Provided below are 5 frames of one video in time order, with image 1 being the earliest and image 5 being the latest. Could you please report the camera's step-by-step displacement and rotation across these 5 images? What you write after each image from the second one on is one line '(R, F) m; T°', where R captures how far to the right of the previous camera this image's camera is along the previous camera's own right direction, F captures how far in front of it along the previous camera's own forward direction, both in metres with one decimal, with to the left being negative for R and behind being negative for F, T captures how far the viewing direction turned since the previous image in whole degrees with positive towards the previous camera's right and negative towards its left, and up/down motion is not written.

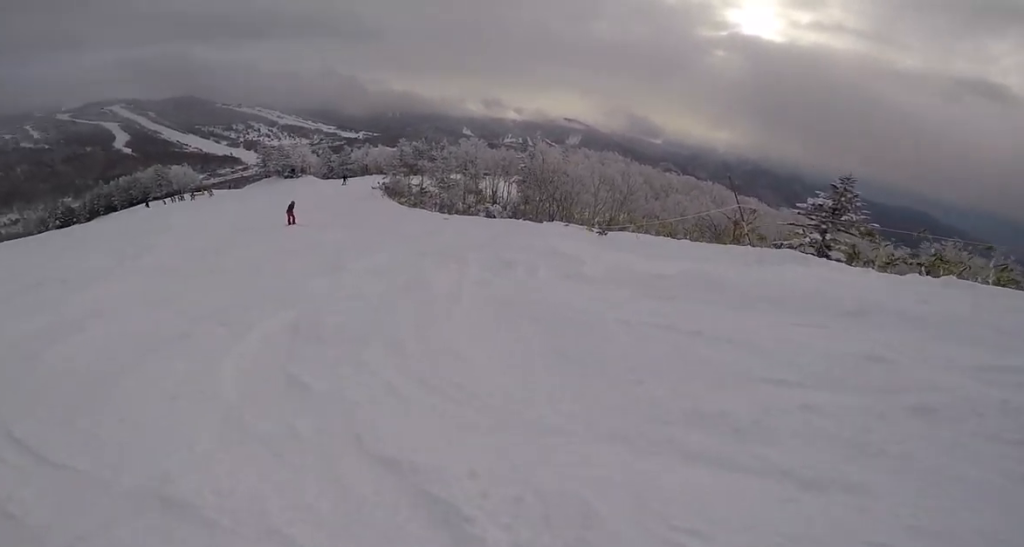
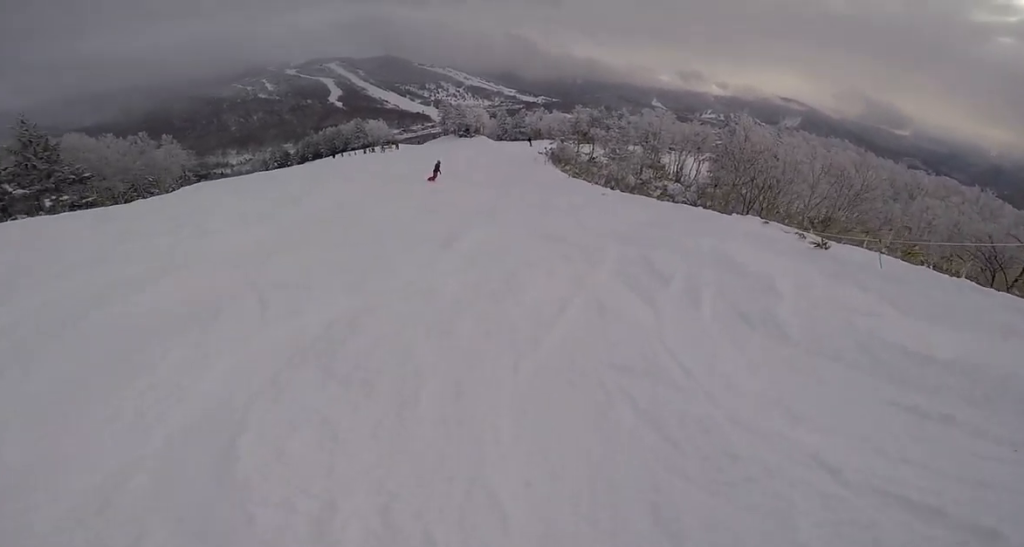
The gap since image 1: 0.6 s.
(-0.5, +2.0) m; -22°
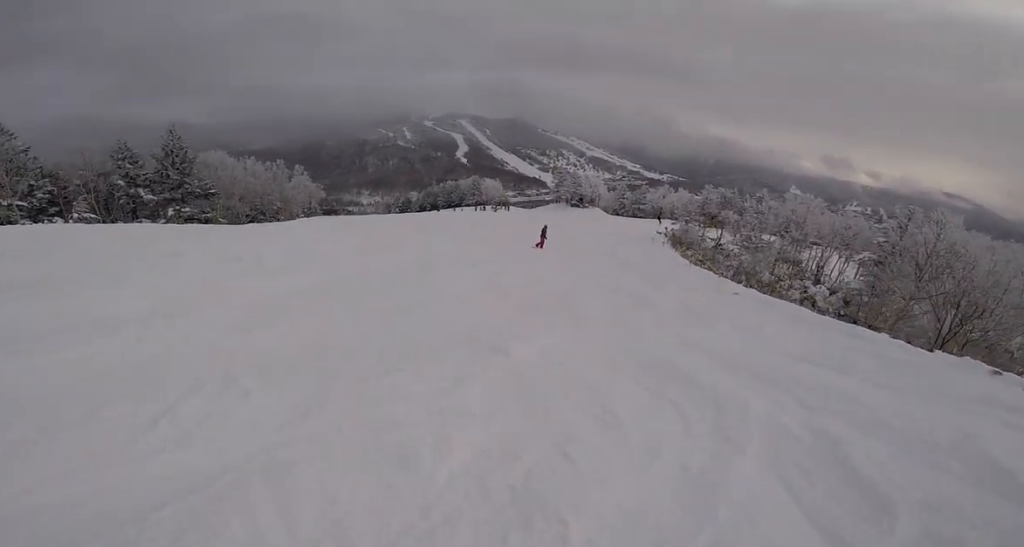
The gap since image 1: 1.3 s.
(-0.1, +2.2) m; -14°
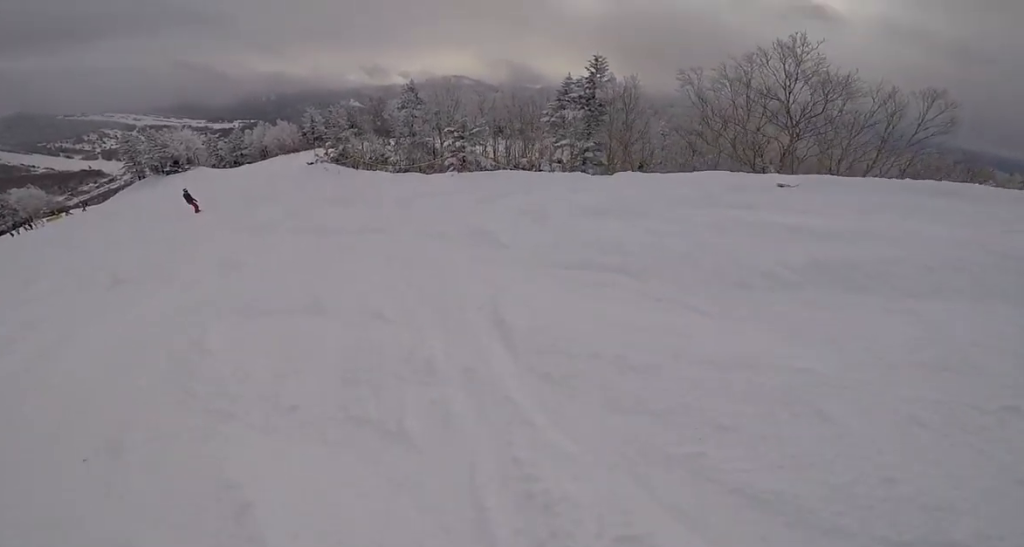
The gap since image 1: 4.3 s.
(+0.7, +11.4) m; +32°
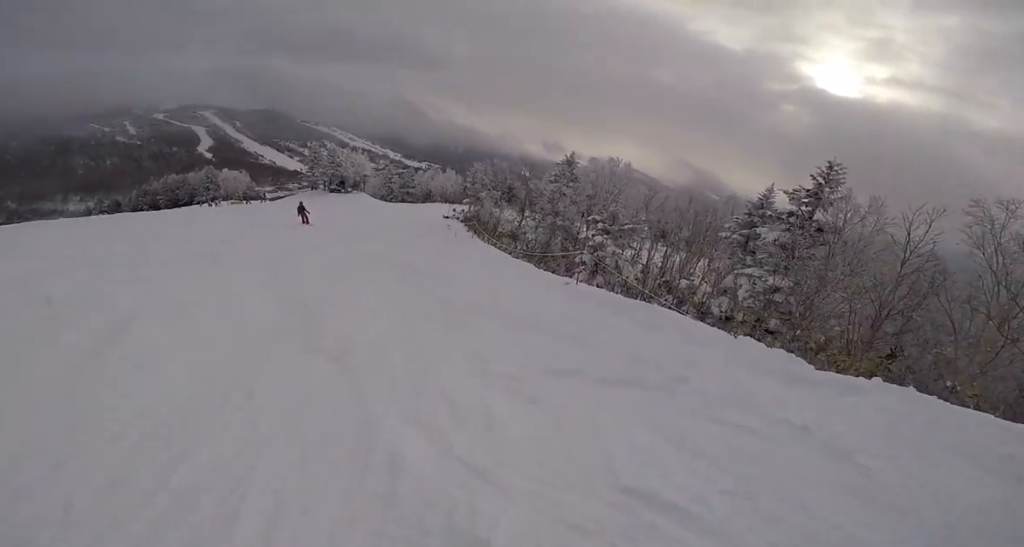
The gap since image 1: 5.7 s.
(-0.4, +5.4) m; -18°
